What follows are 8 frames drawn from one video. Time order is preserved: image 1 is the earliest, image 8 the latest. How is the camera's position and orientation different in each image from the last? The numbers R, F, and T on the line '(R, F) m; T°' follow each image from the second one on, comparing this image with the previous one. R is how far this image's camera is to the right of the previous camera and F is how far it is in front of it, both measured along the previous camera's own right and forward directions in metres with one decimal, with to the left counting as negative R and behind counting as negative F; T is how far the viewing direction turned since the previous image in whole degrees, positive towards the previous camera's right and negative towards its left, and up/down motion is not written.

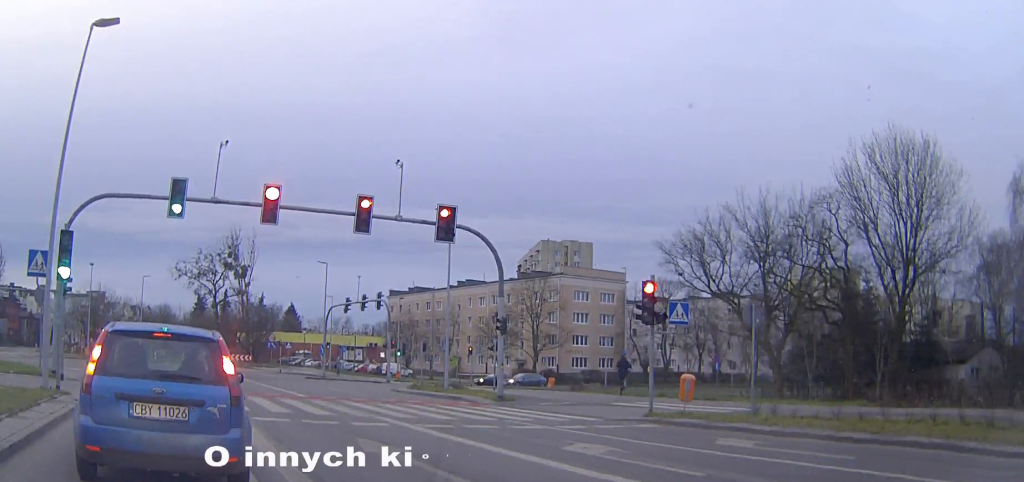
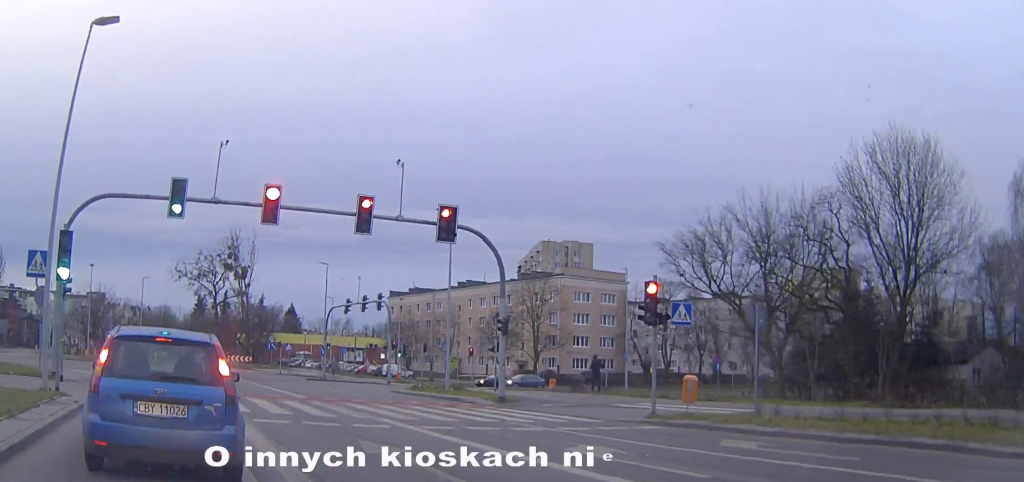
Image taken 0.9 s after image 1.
(0.0, 0.0) m; 0°
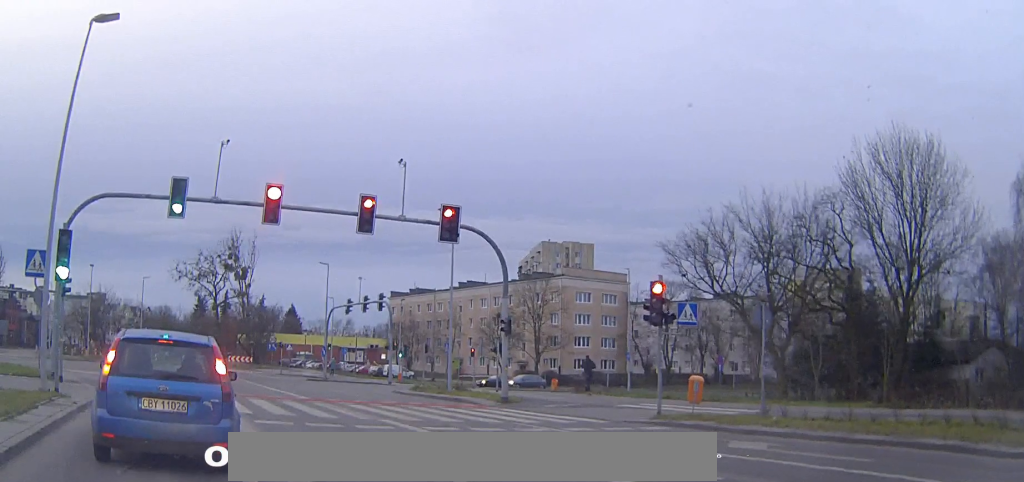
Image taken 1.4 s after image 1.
(0.0, 0.0) m; 0°
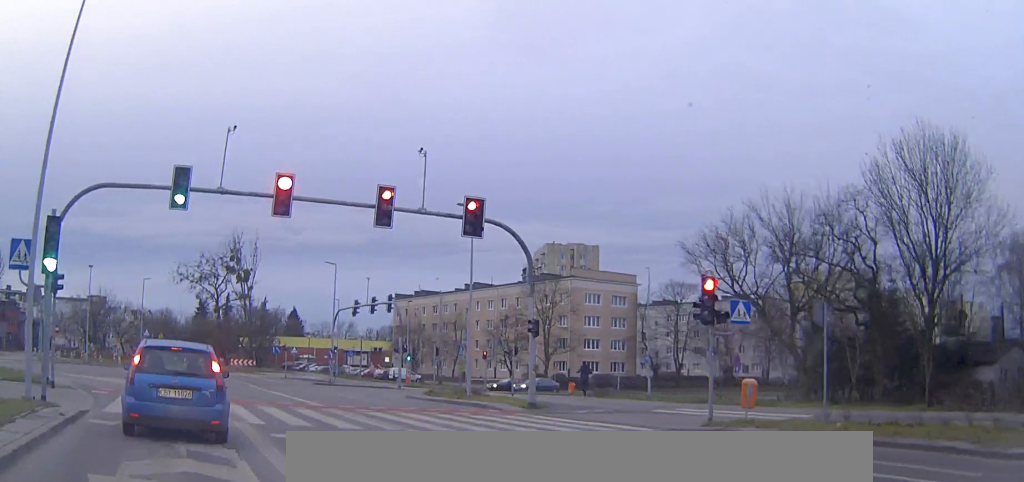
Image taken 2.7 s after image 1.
(0.0, +0.7) m; 0°
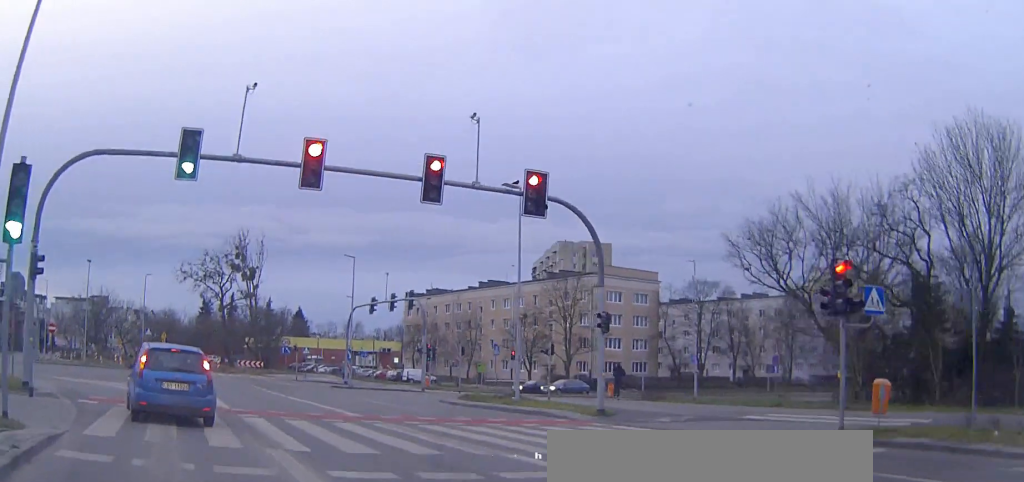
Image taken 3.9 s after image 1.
(0.0, +2.9) m; 0°
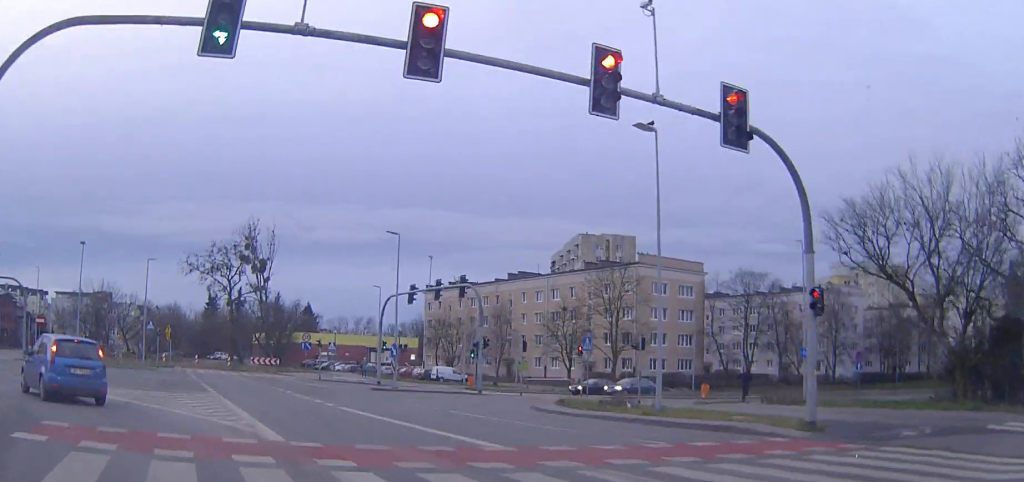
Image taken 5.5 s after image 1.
(0.0, +7.6) m; -1°
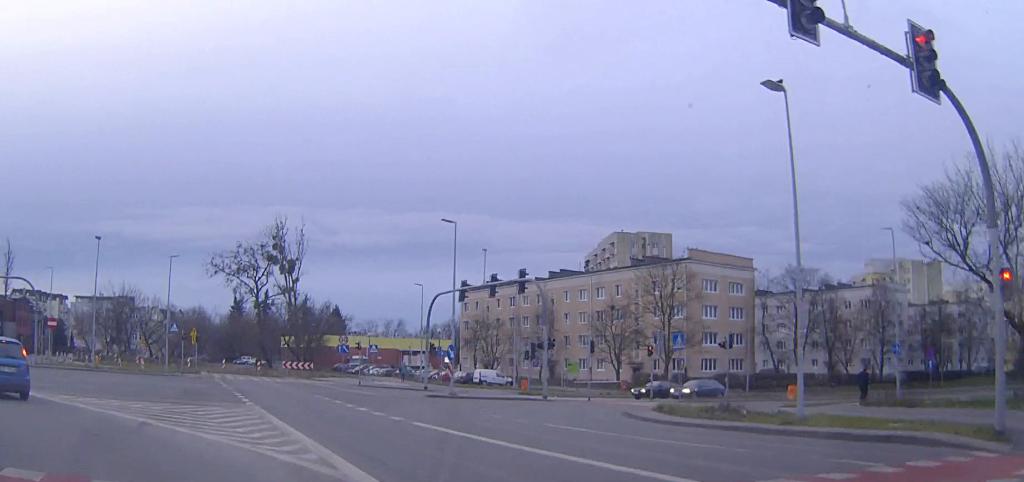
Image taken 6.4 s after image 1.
(0.0, +4.4) m; -2°
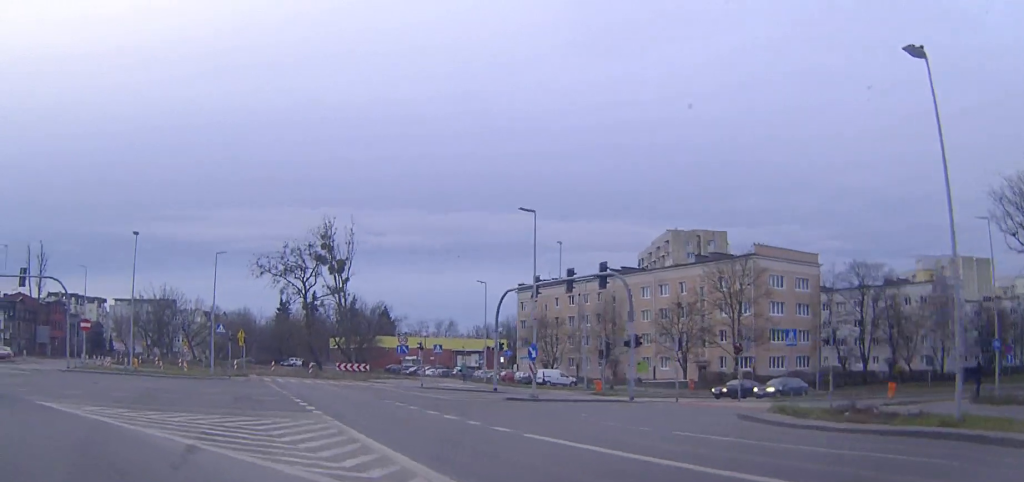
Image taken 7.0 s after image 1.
(0.0, +3.3) m; -3°
